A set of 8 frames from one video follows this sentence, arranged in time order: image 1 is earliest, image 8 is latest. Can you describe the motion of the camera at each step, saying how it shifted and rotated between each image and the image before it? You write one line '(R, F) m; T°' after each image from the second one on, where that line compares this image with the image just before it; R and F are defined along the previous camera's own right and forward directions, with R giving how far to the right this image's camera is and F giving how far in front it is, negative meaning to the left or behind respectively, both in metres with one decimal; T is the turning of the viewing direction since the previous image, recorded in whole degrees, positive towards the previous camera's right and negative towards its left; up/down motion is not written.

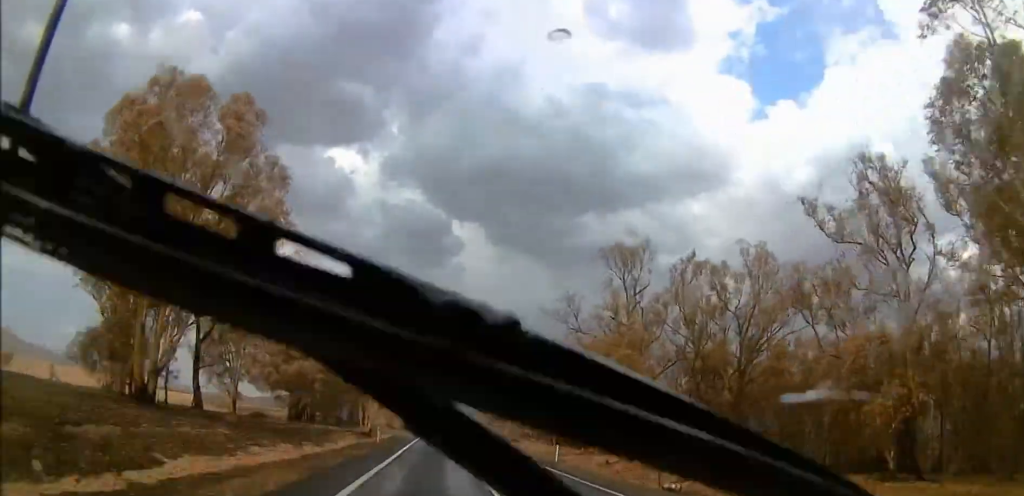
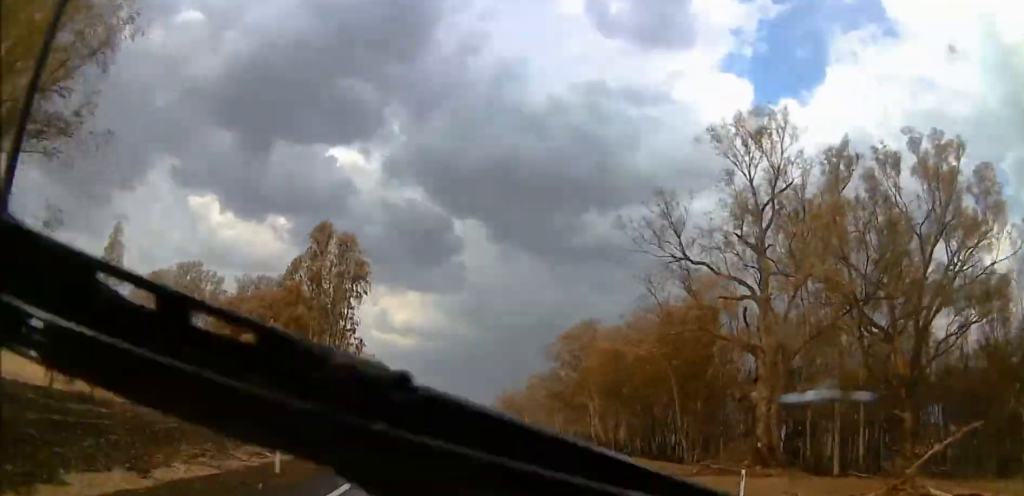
(-0.5, +27.2) m; +1°
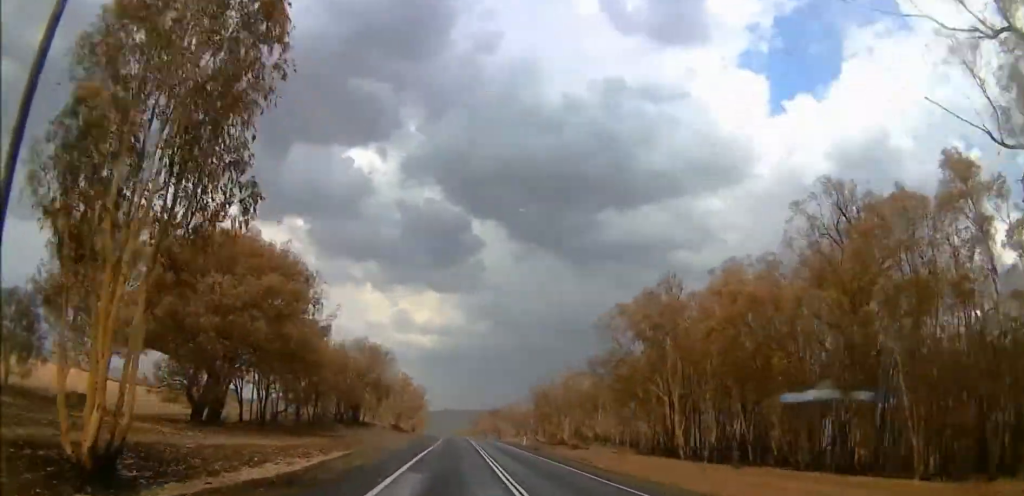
(+0.9, +23.7) m; +2°
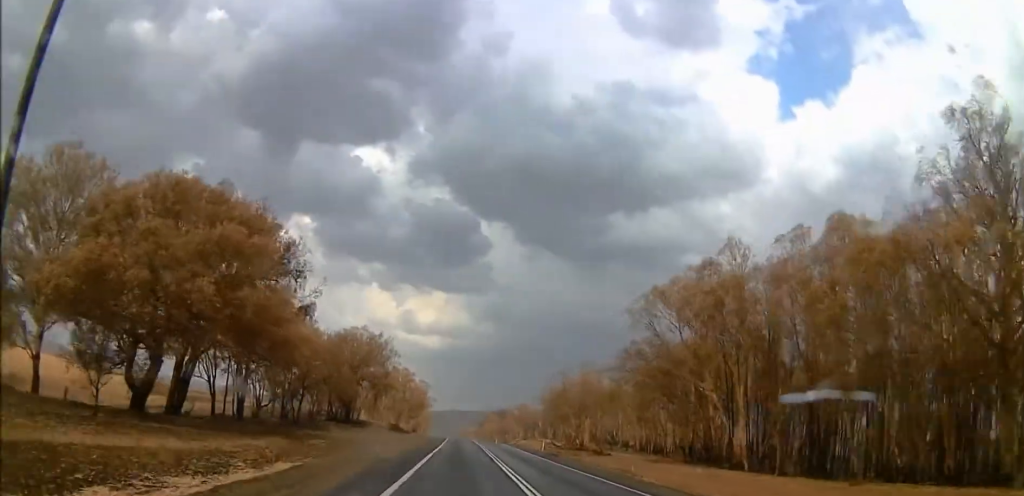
(+0.1, +10.8) m; 0°
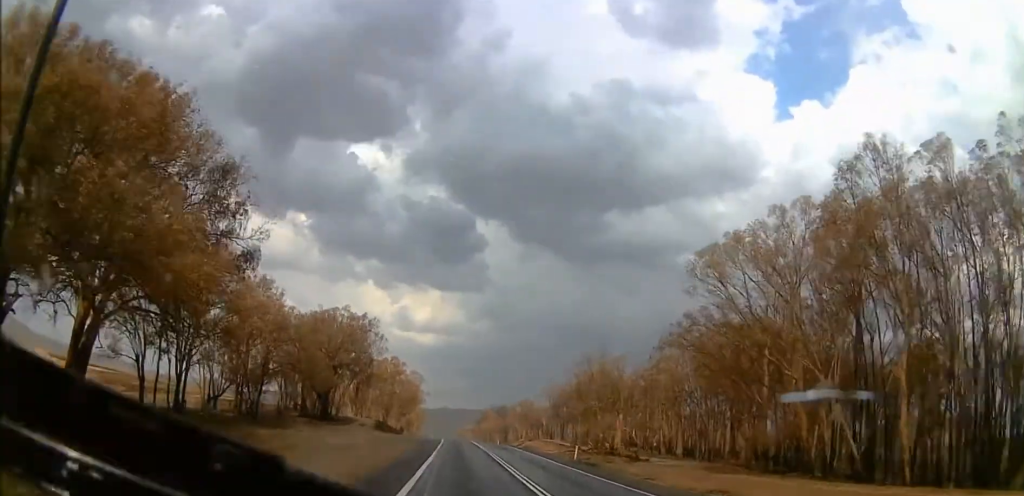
(0.0, +15.9) m; 0°
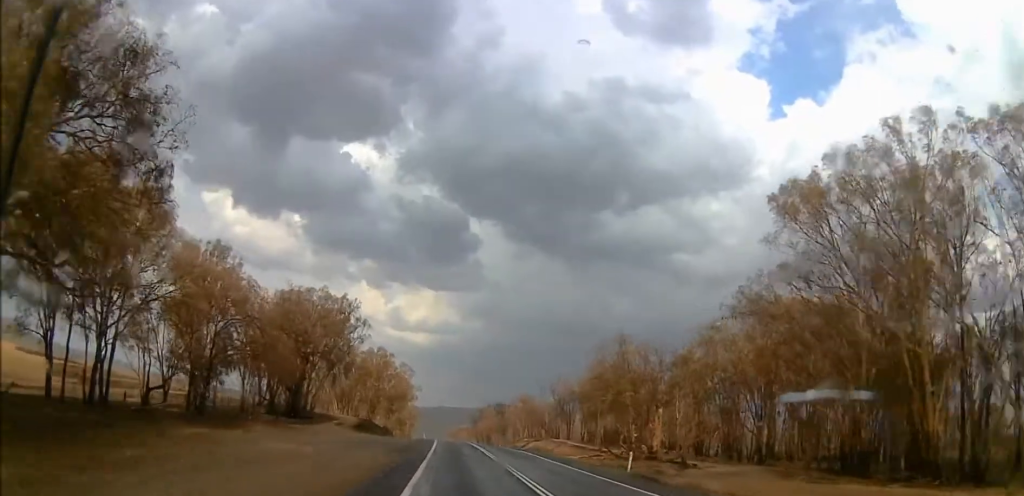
(0.0, +11.6) m; +1°
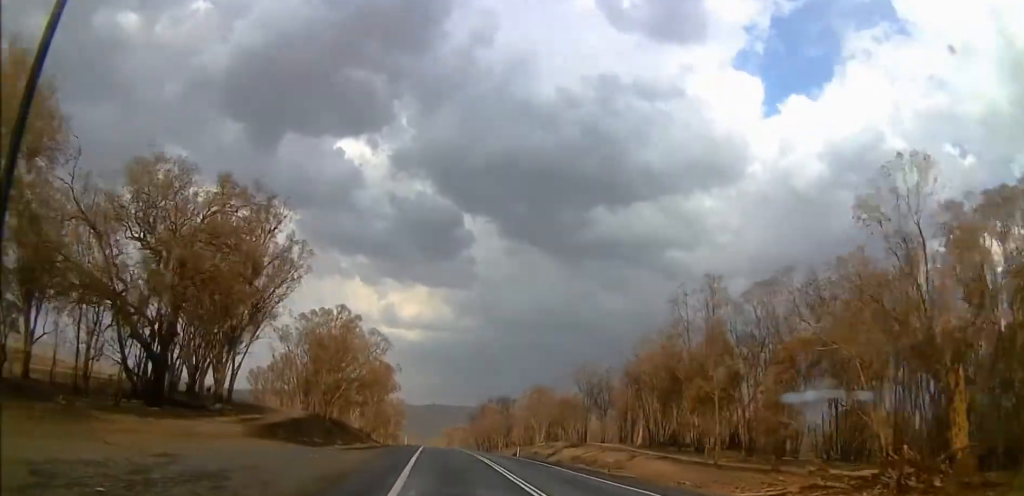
(+0.4, +23.4) m; -1°
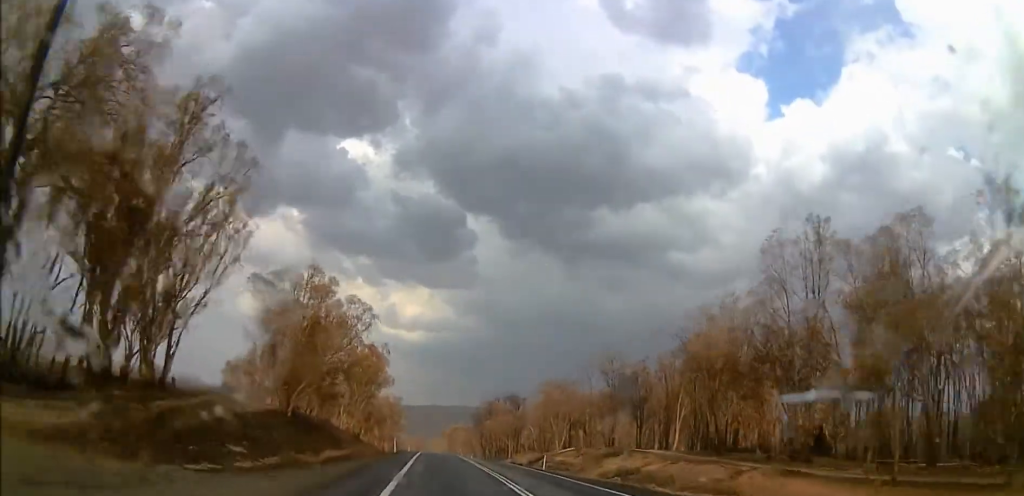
(-0.4, +12.2) m; -4°
